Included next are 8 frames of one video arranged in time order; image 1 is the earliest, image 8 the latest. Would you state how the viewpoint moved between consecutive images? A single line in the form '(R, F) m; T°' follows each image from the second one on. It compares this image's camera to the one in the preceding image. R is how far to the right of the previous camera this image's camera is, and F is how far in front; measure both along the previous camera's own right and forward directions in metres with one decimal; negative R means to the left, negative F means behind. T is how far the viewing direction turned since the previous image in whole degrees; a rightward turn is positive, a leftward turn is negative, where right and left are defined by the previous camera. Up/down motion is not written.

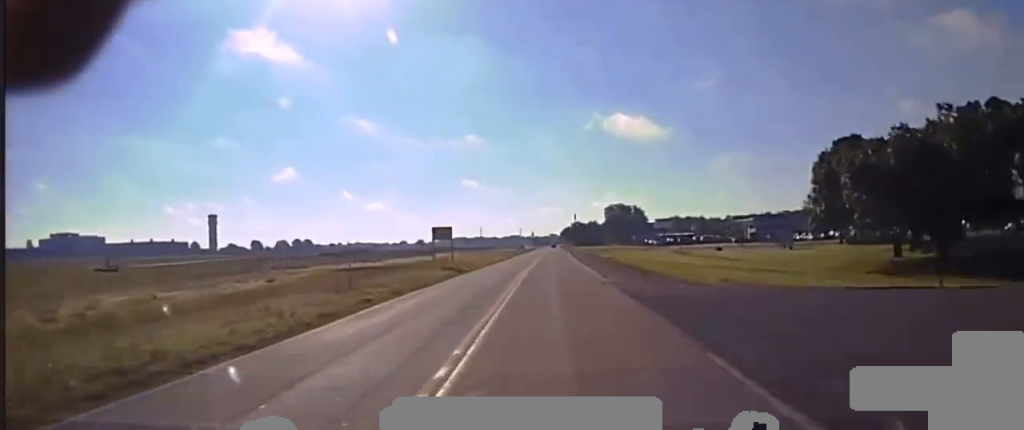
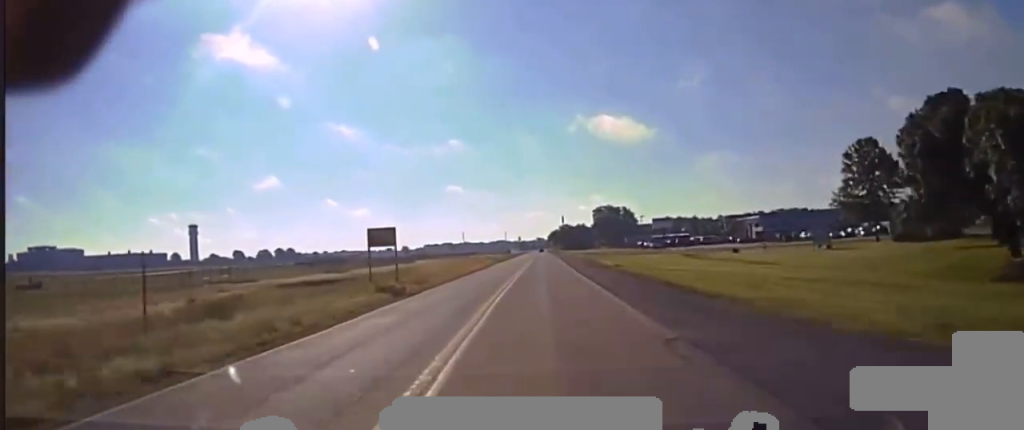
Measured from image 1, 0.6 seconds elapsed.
(+0.5, +20.0) m; +1°
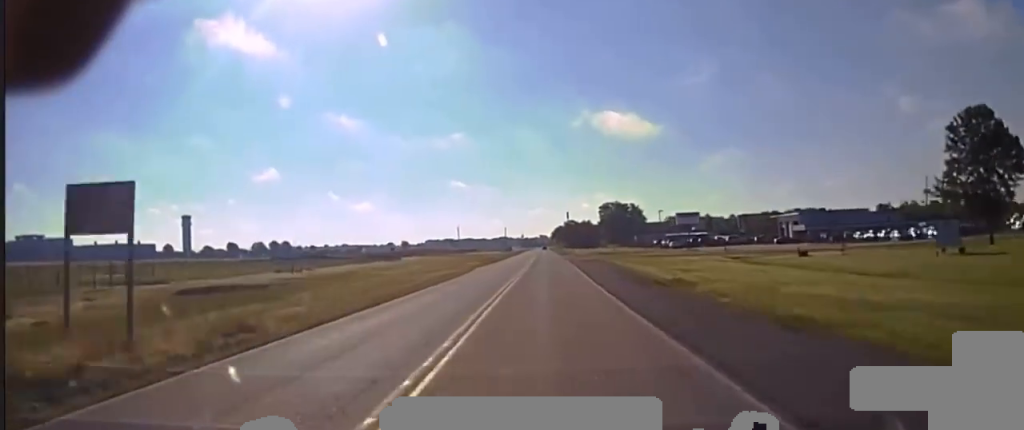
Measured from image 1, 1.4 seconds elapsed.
(+0.3, +32.9) m; +1°
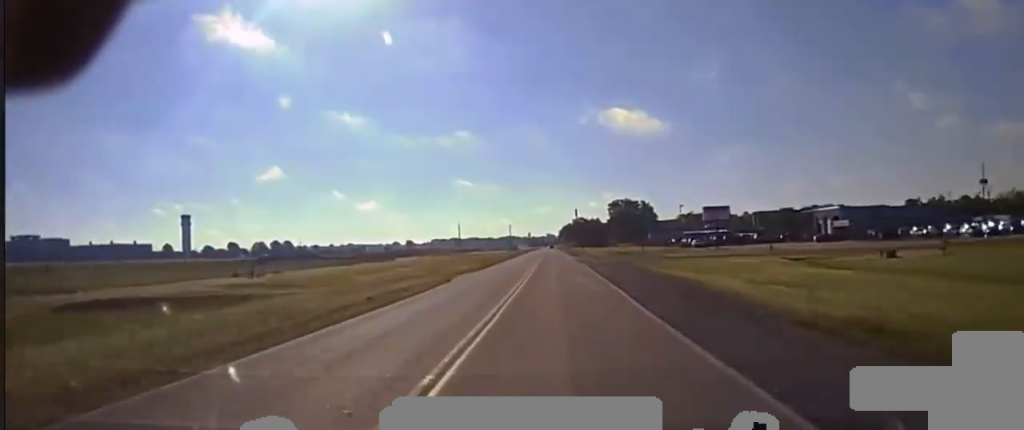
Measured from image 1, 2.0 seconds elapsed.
(0.0, +21.7) m; 0°
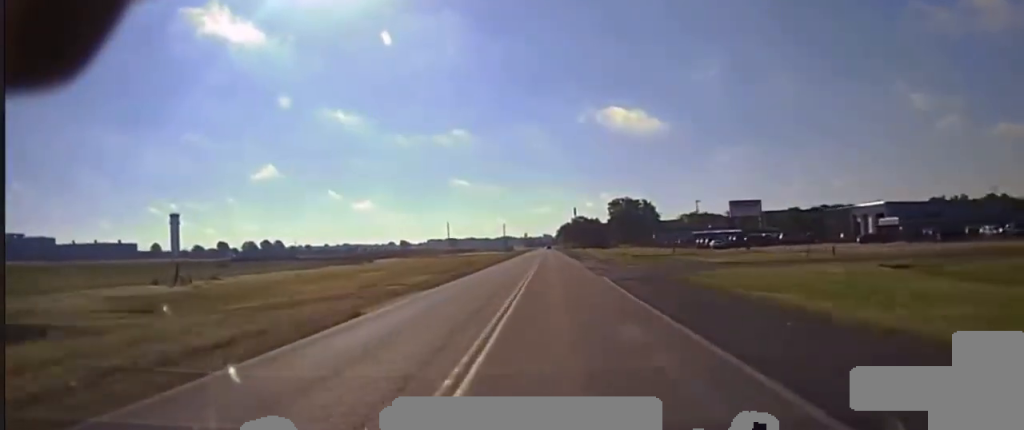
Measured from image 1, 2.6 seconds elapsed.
(0.0, +23.3) m; 0°
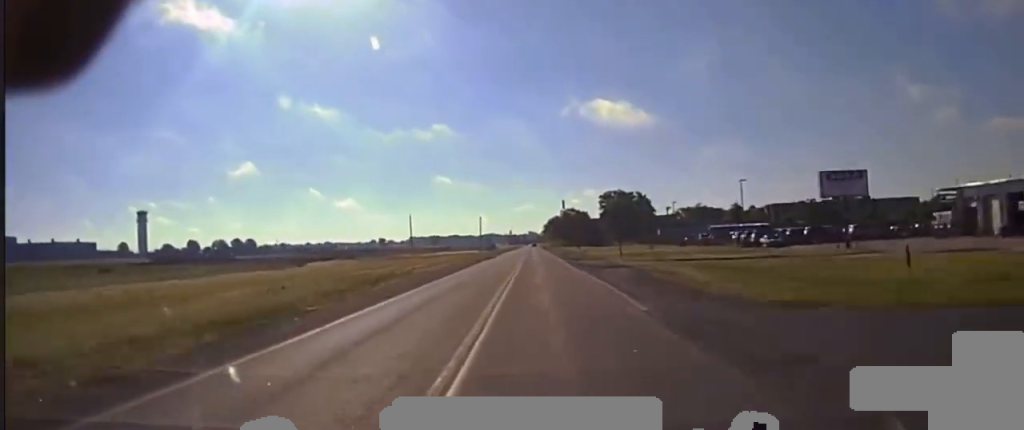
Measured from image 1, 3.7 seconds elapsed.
(0.0, +43.5) m; 0°
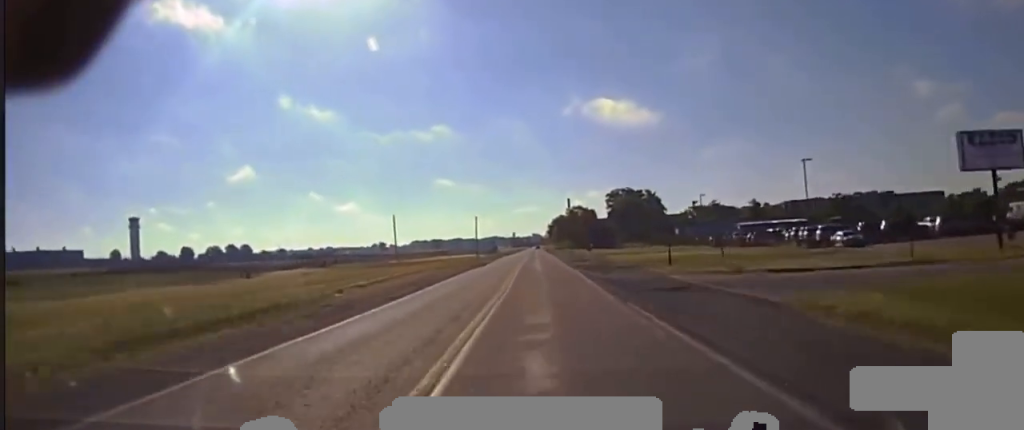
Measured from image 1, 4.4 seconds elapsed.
(0.0, +23.0) m; 0°
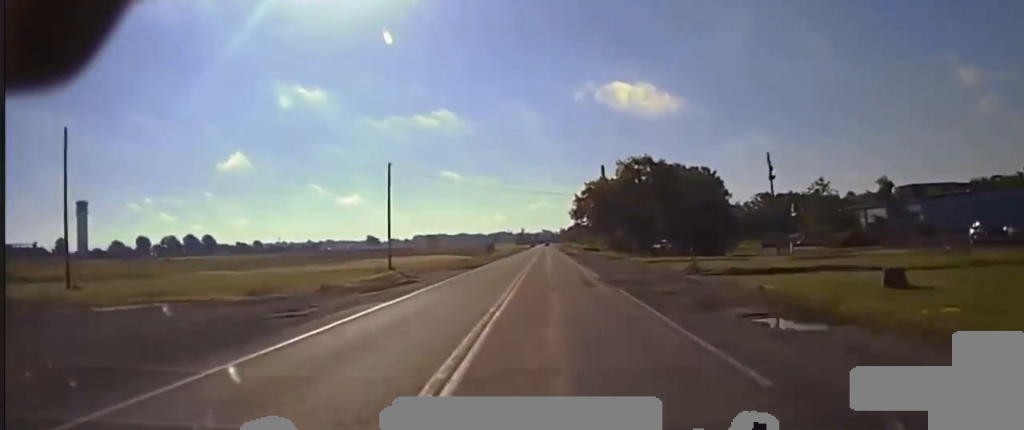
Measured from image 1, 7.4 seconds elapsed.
(-0.1, +107.8) m; 0°
